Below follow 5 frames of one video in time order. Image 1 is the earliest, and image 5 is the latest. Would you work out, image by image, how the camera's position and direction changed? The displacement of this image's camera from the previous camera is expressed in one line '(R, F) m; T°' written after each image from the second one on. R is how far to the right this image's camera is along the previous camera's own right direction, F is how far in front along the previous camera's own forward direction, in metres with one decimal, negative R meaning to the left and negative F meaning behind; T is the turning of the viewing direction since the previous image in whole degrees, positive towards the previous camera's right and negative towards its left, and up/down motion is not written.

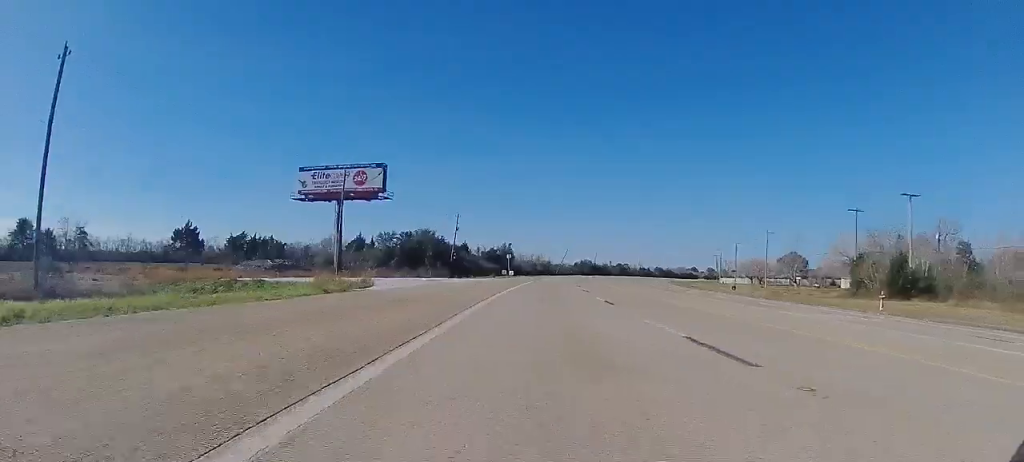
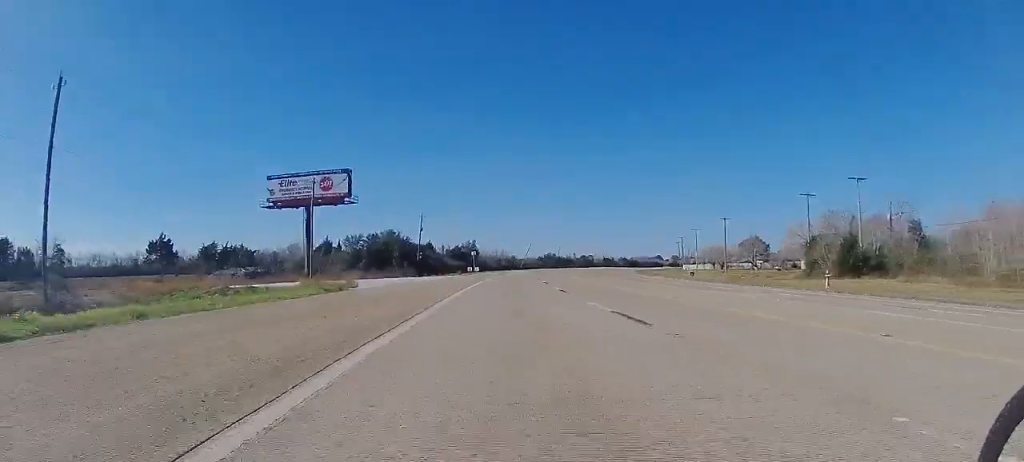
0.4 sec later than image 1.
(0.0, +2.9) m; -1°
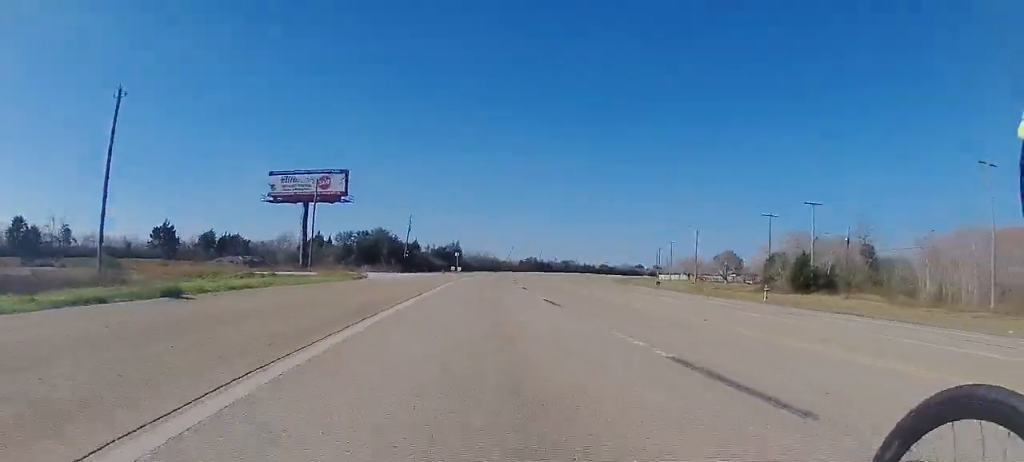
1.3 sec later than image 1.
(-0.2, +6.5) m; -2°
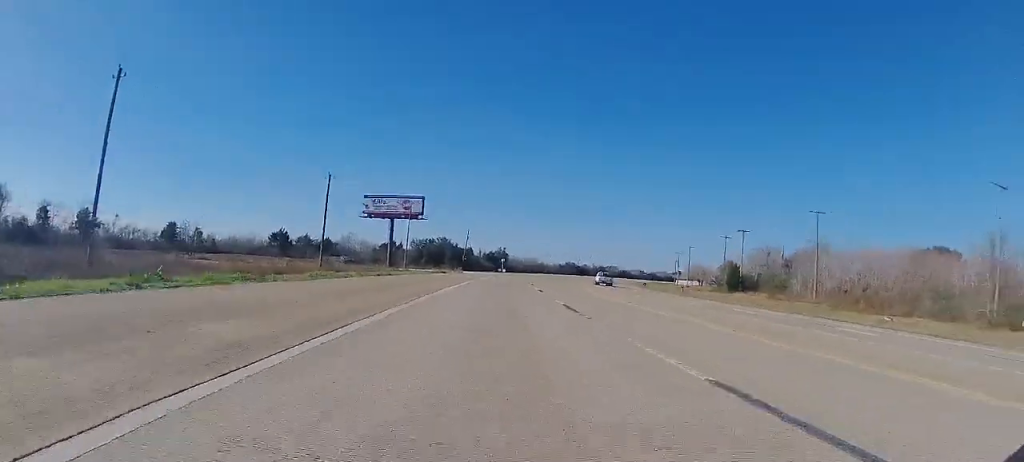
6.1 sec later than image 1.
(-0.1, +35.7) m; -1°
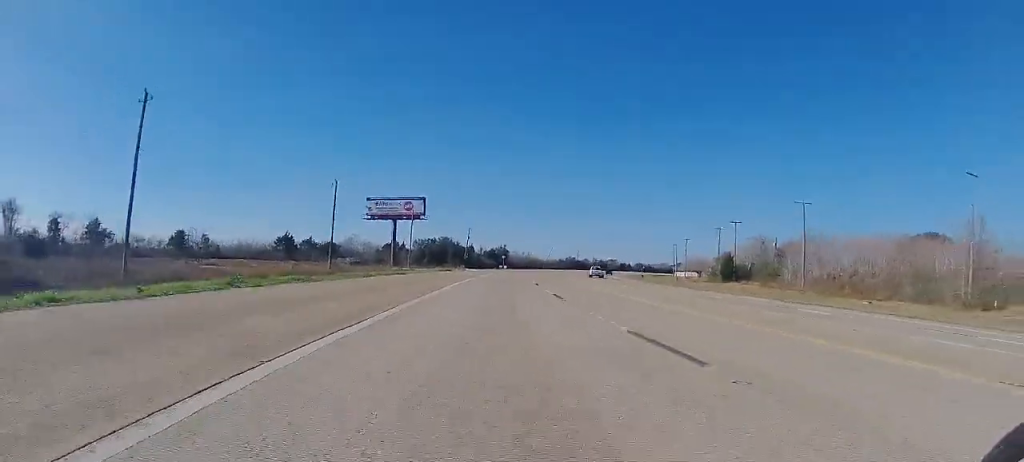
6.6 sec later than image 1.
(0.0, +3.5) m; -1°
